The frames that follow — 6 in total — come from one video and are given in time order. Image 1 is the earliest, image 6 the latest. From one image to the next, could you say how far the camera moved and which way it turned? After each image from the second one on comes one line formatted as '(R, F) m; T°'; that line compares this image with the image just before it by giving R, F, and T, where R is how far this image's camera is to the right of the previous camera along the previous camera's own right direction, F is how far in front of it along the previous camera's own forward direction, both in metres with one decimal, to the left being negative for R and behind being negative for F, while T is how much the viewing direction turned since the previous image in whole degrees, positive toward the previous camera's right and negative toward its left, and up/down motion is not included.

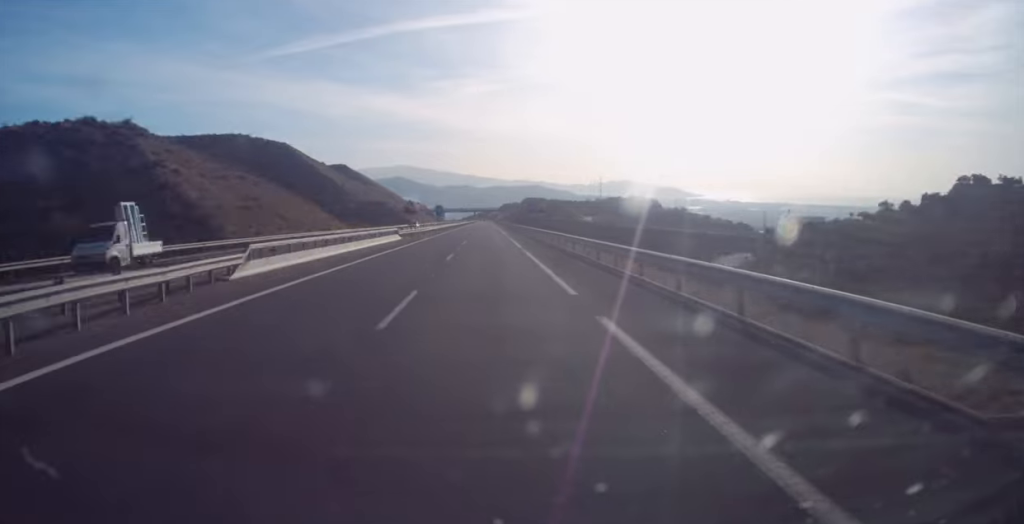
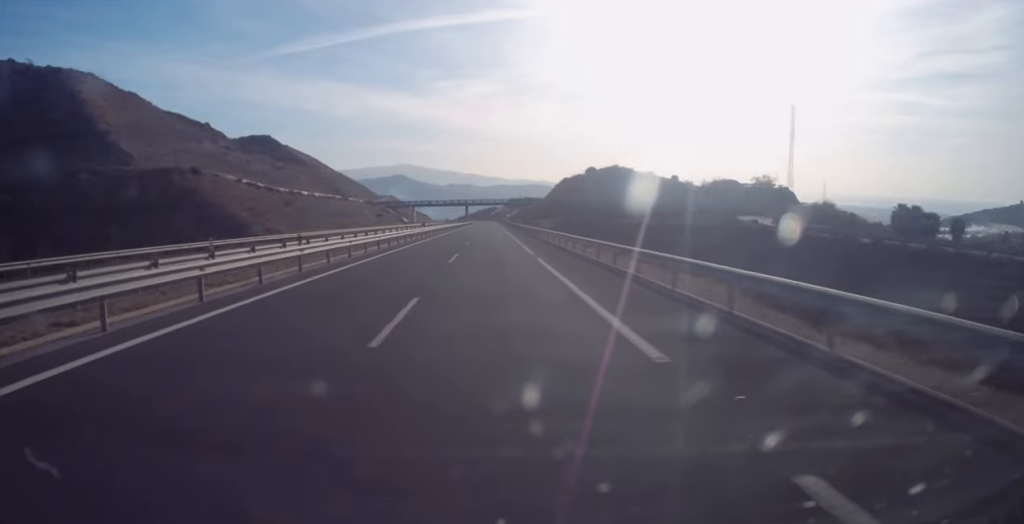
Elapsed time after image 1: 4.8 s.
(+0.1, +170.3) m; -1°
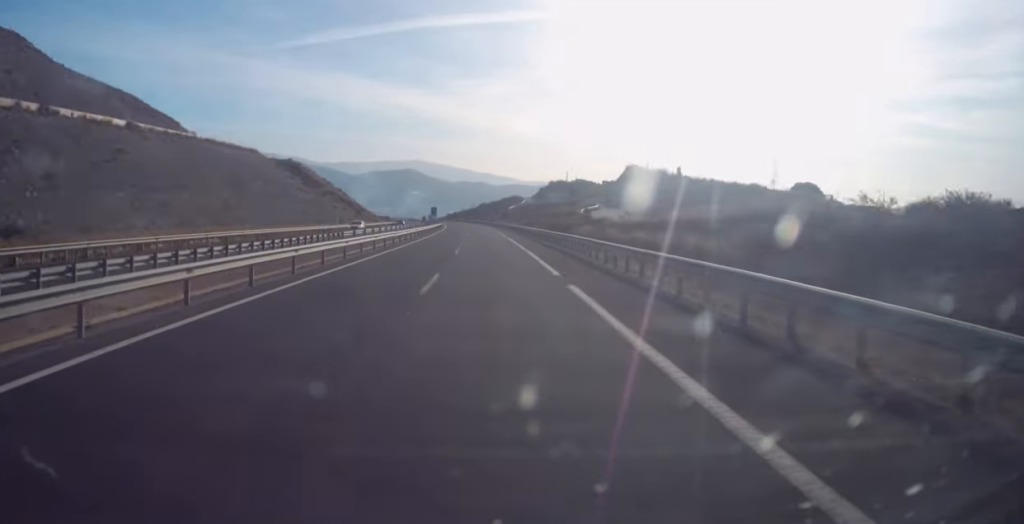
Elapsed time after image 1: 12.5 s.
(-5.6, +274.0) m; -5°
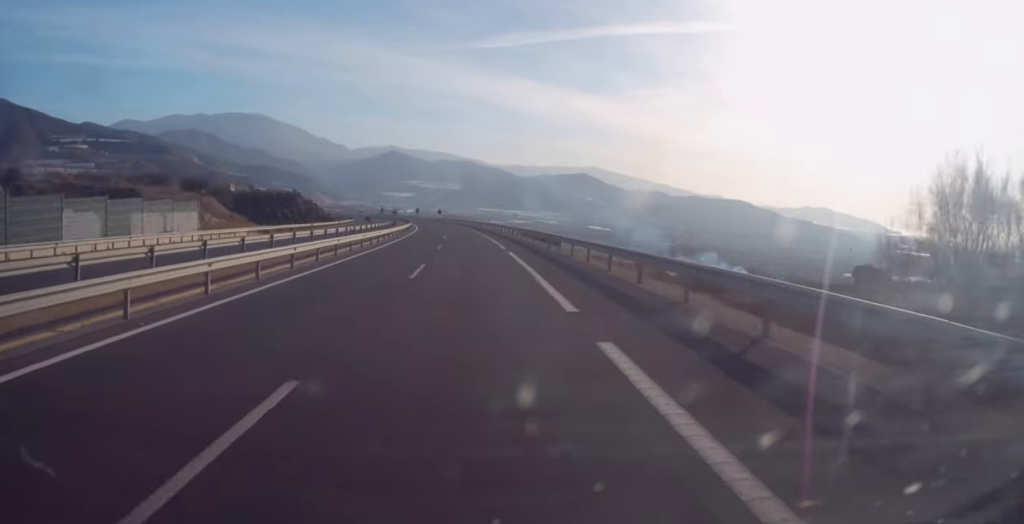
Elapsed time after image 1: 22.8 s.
(-38.8, +358.0) m; -16°
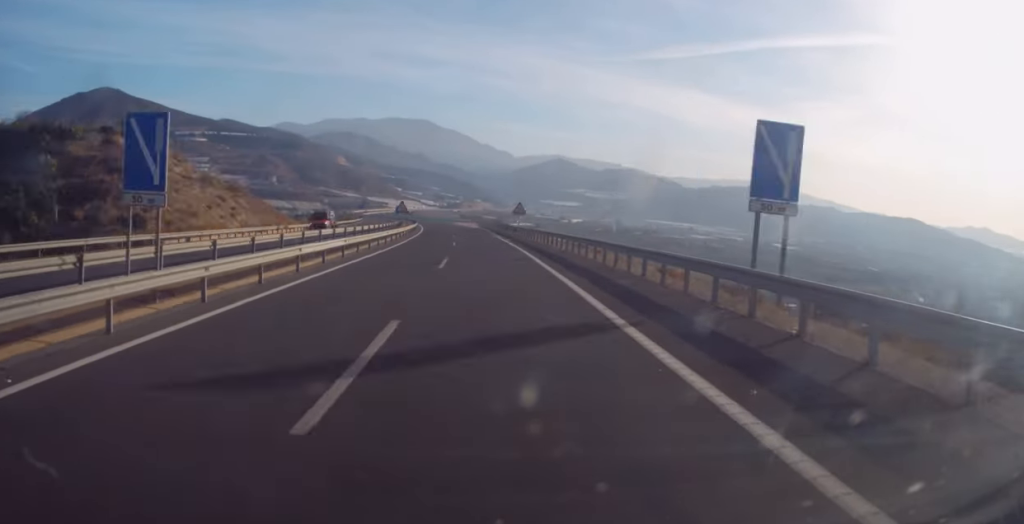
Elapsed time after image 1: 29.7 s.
(-28.8, +243.7) m; -12°
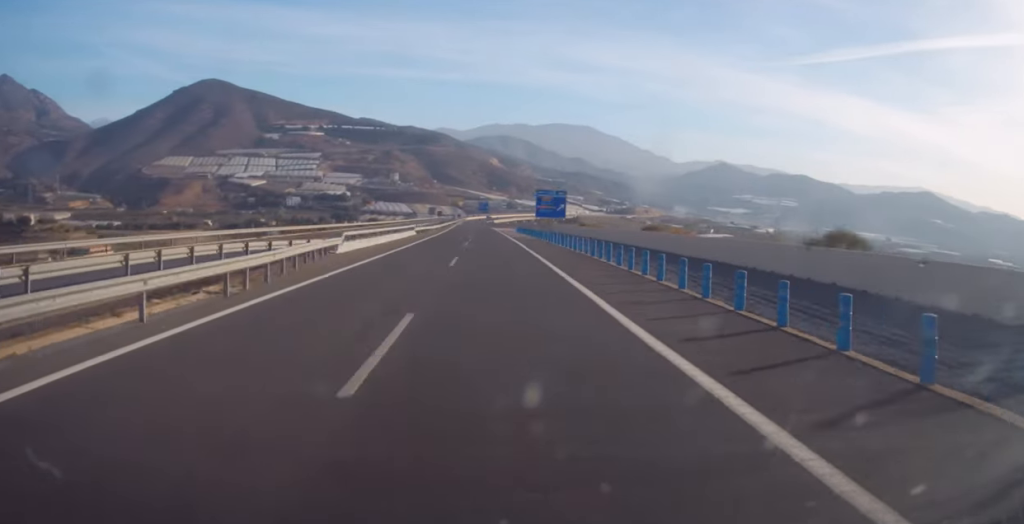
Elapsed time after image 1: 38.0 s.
(-31.9, +293.8) m; -9°
